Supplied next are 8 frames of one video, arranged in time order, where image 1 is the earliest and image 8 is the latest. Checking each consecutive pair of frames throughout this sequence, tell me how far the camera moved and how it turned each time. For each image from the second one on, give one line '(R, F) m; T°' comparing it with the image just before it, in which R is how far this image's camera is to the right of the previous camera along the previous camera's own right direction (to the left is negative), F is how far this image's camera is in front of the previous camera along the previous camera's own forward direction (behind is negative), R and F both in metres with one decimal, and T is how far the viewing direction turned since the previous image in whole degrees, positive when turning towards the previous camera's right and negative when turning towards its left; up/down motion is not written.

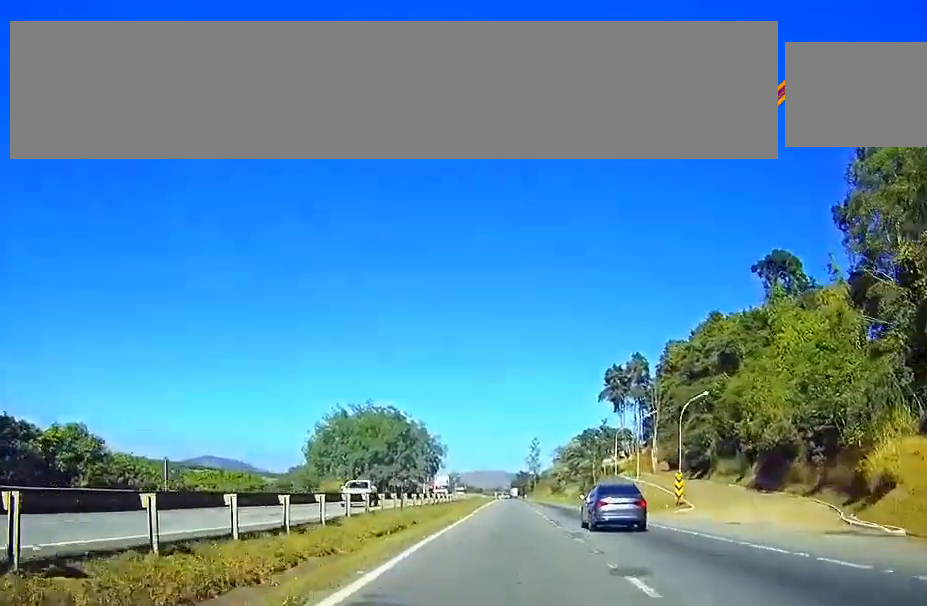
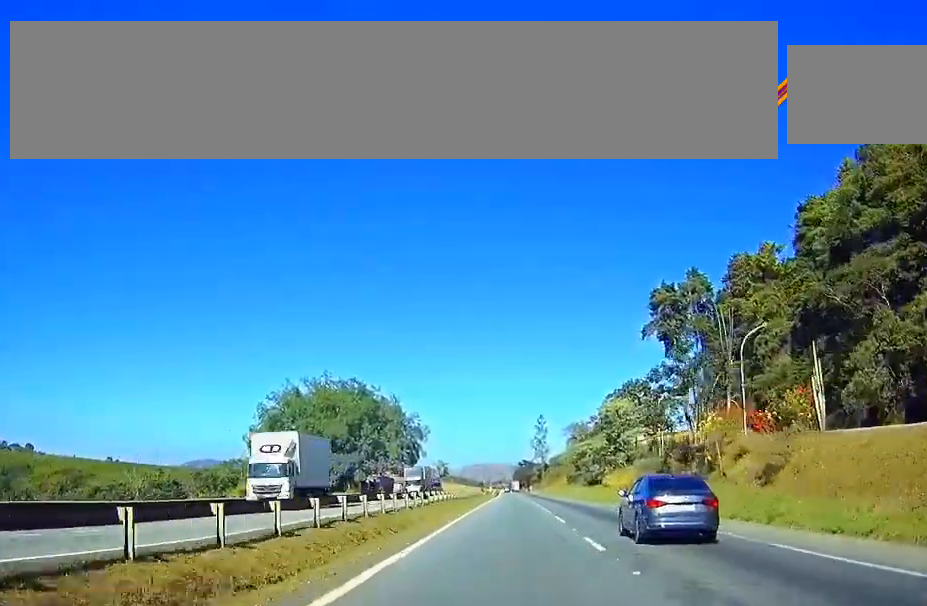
(-1.1, +64.9) m; -1°
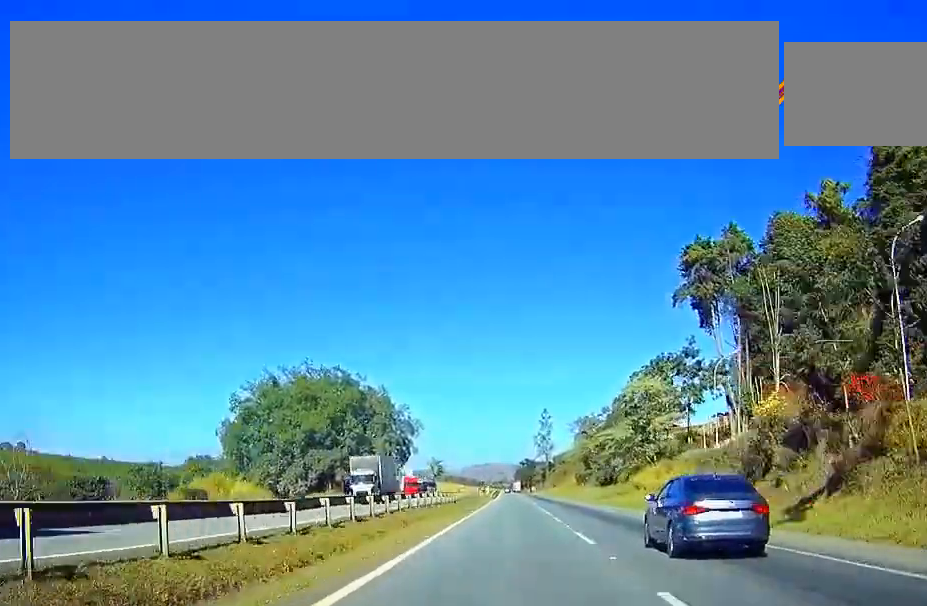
(0.0, +22.8) m; 0°
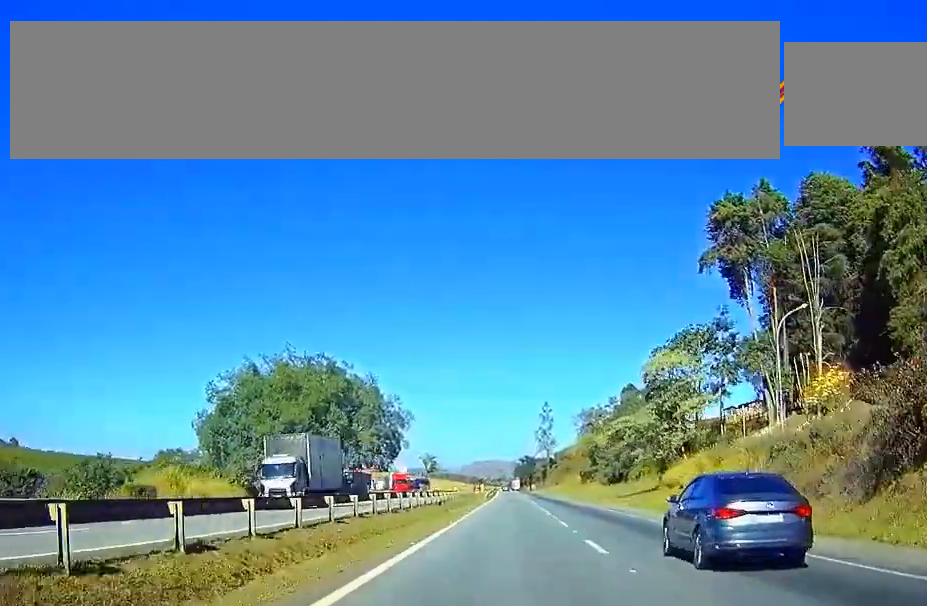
(0.0, +15.2) m; 0°
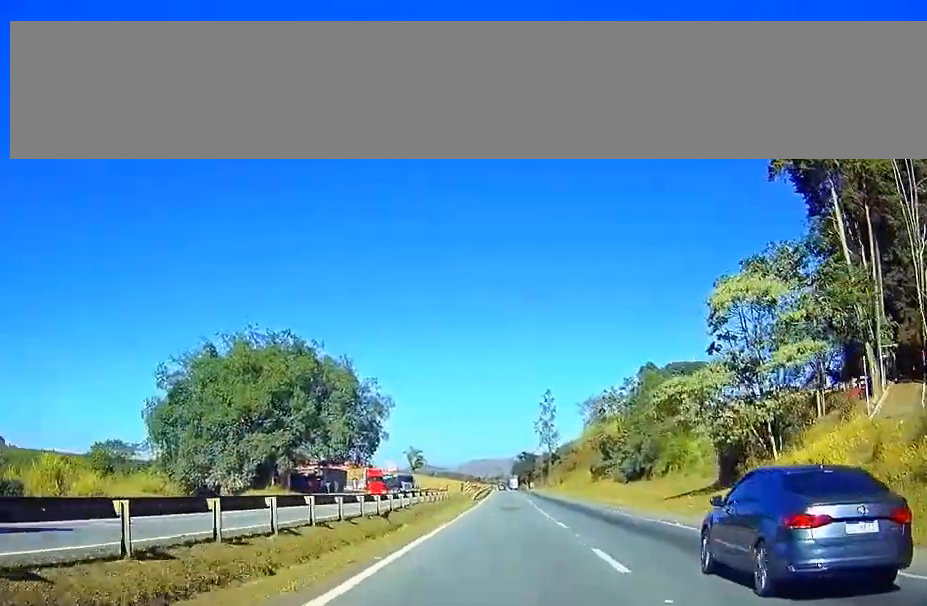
(+0.1, +26.0) m; 0°
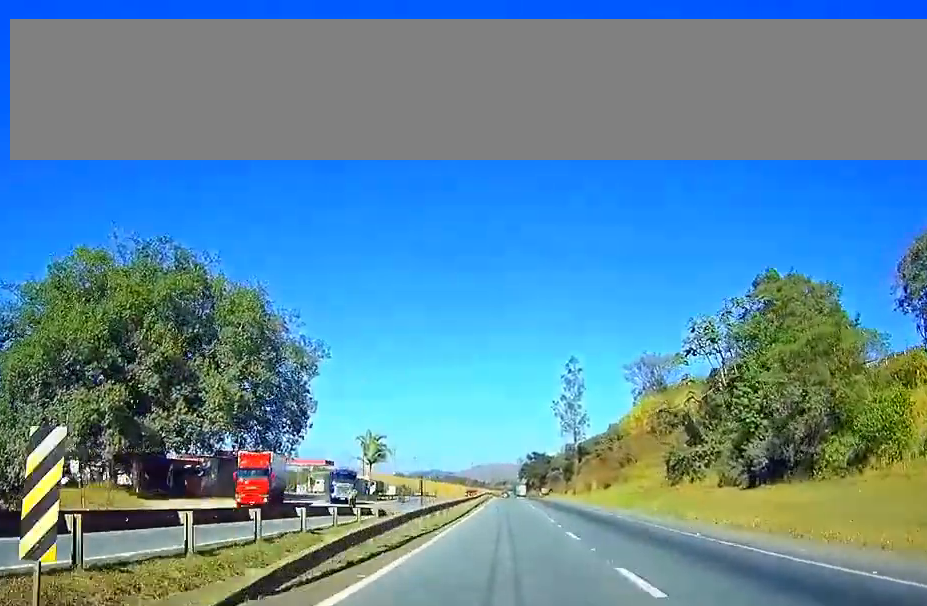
(-0.6, +62.0) m; -1°
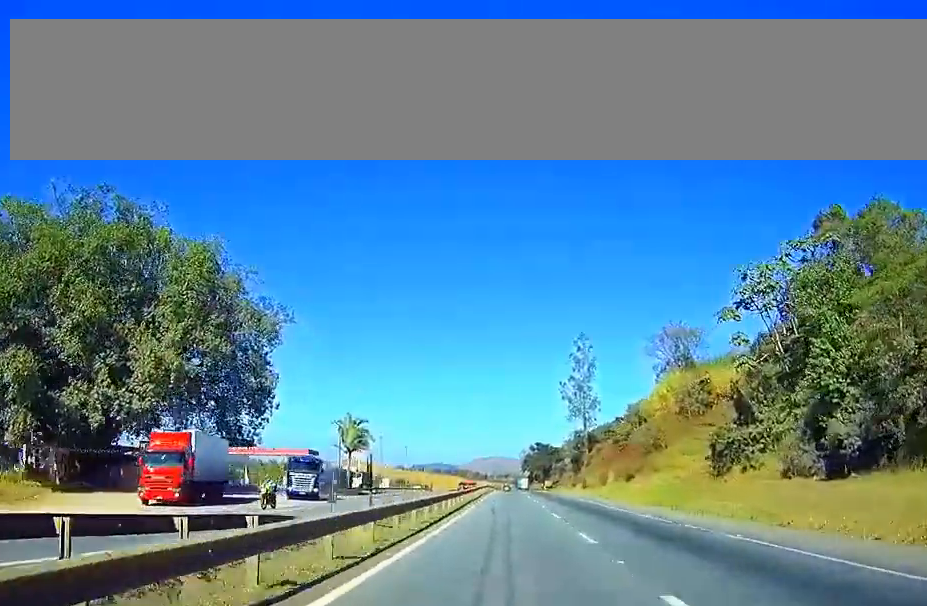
(0.0, +16.4) m; 0°
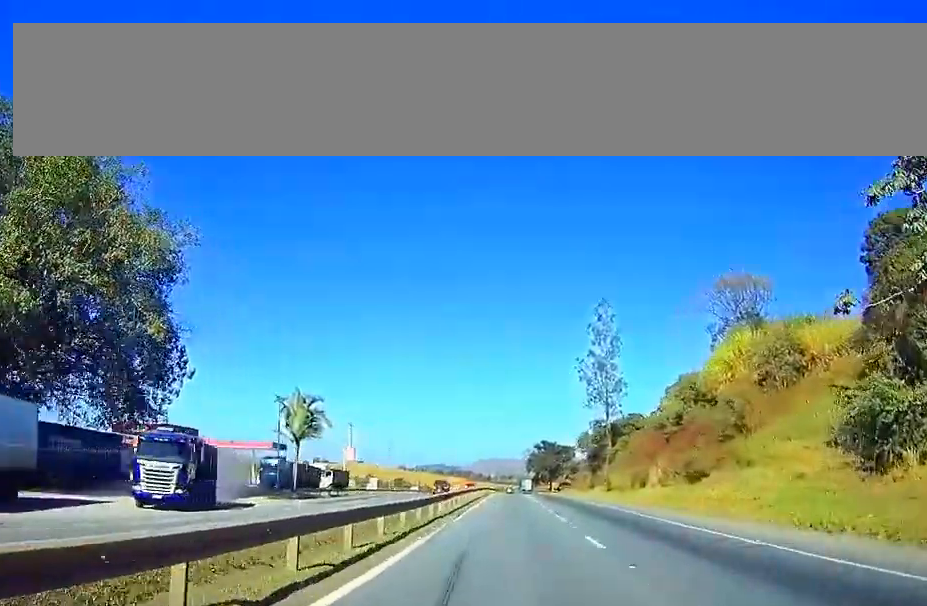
(0.0, +26.2) m; 0°
